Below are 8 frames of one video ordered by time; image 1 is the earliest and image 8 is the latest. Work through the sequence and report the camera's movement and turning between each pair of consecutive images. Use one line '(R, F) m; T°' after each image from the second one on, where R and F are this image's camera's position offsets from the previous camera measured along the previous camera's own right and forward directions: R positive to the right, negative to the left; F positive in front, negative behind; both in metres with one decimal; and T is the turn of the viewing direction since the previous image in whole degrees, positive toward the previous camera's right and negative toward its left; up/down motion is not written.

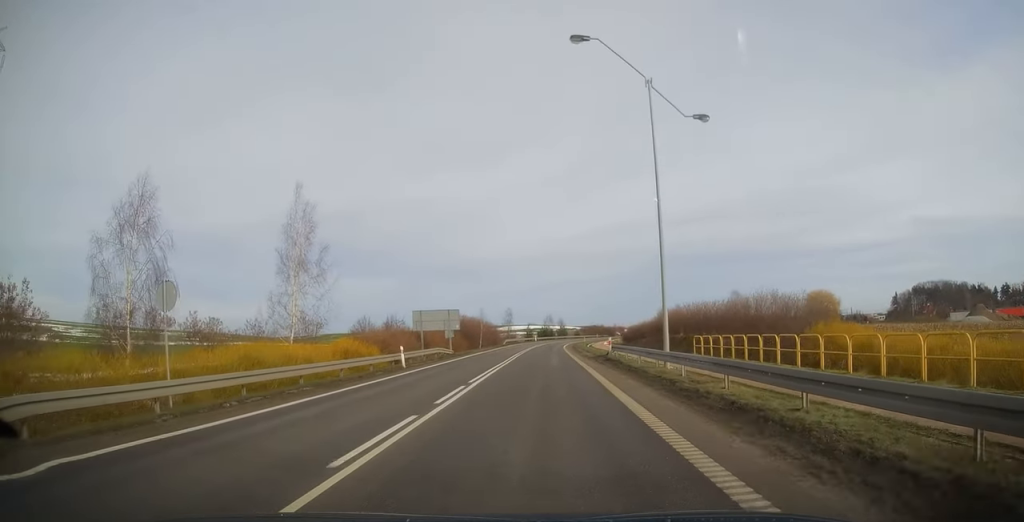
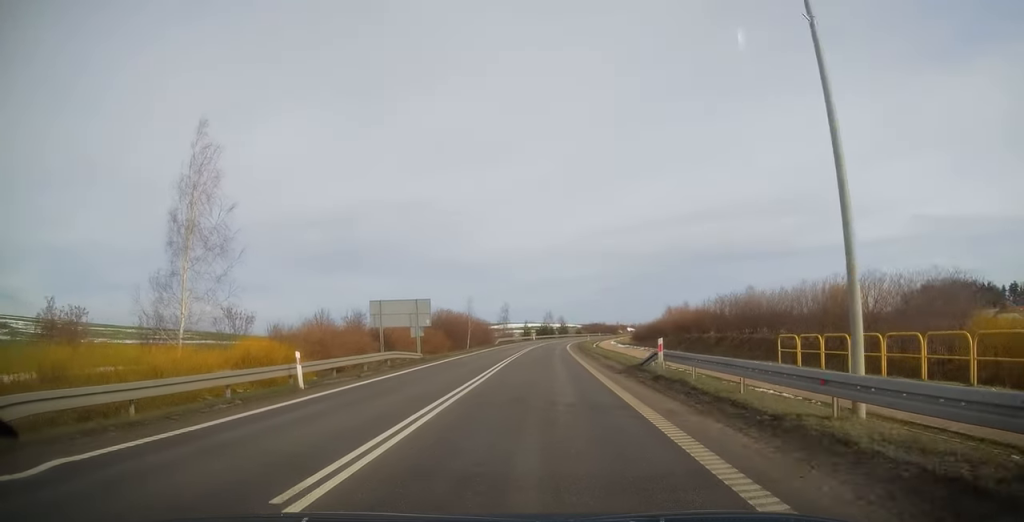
(-0.2, +13.0) m; 0°
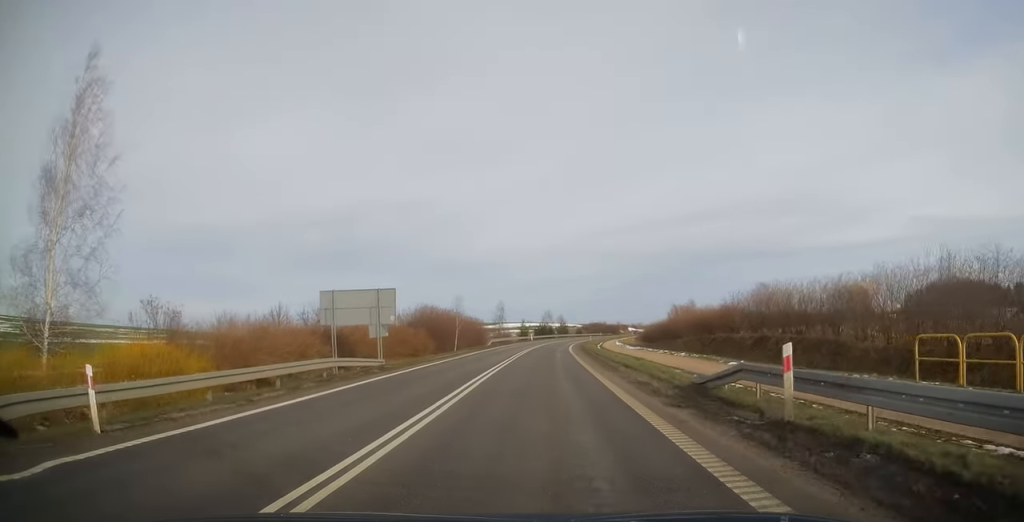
(-0.1, +8.9) m; 0°
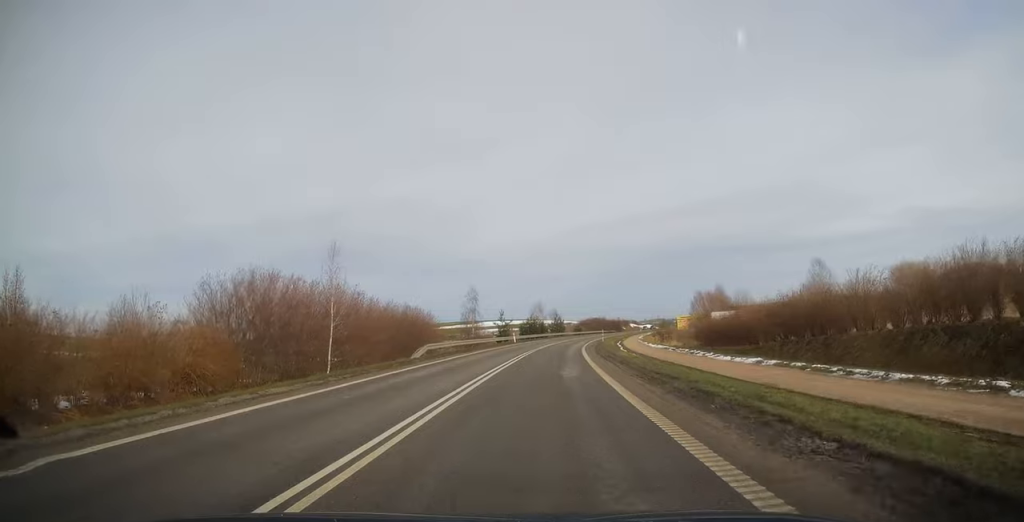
(+0.8, +35.0) m; +2°
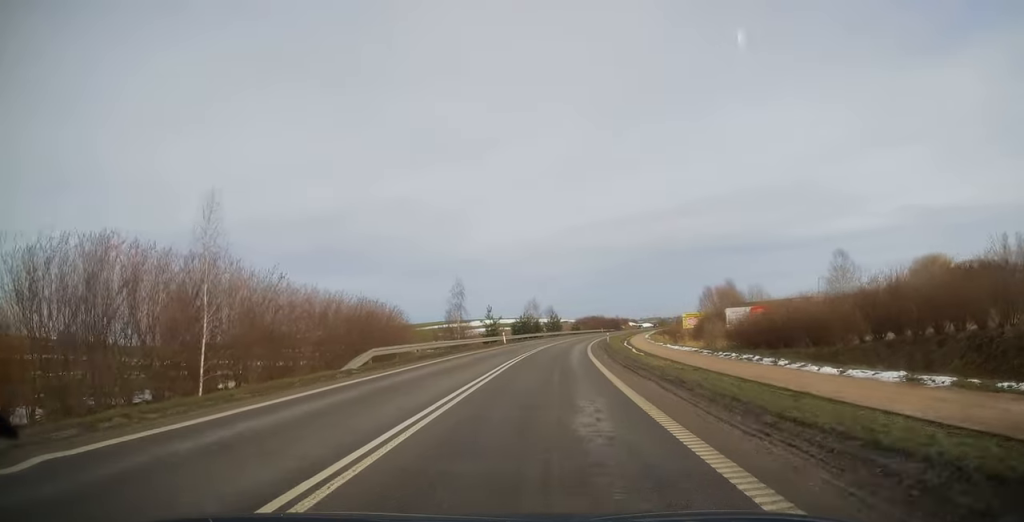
(0.0, +10.5) m; 0°
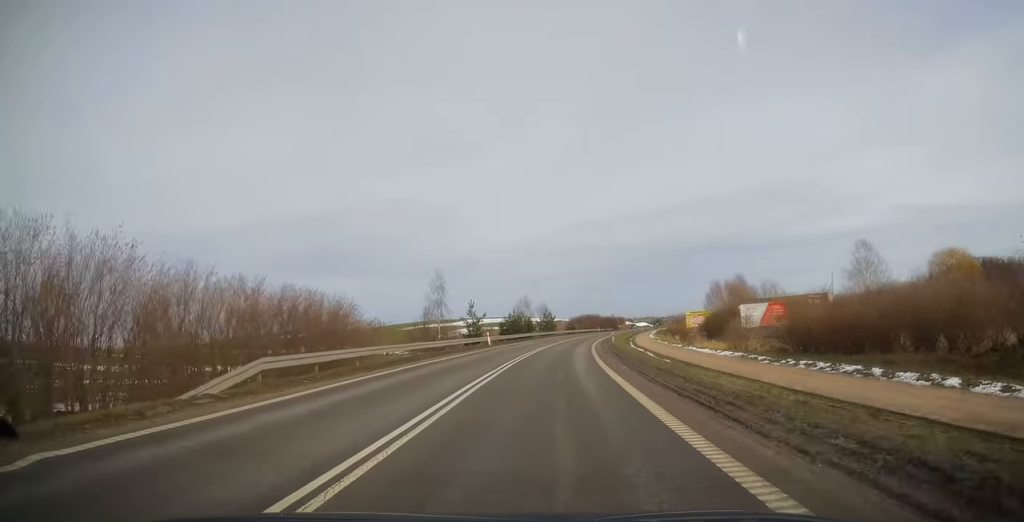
(-0.1, +9.9) m; 0°
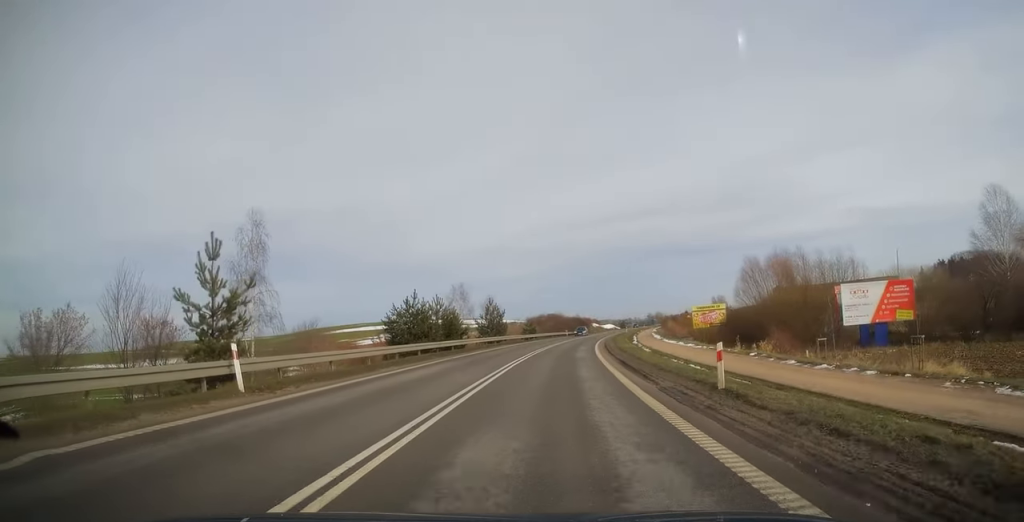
(+1.2, +38.2) m; +4°
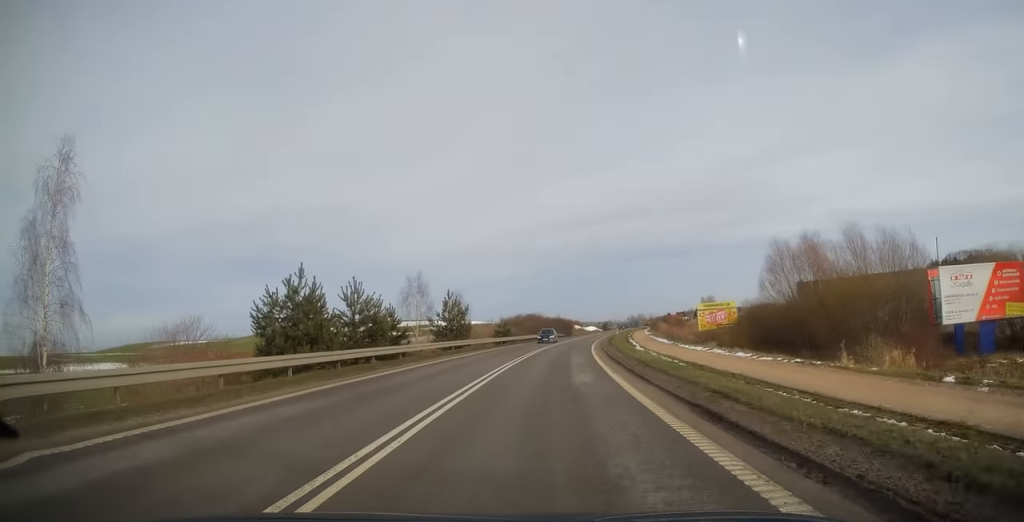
(+0.2, +14.7) m; +1°
